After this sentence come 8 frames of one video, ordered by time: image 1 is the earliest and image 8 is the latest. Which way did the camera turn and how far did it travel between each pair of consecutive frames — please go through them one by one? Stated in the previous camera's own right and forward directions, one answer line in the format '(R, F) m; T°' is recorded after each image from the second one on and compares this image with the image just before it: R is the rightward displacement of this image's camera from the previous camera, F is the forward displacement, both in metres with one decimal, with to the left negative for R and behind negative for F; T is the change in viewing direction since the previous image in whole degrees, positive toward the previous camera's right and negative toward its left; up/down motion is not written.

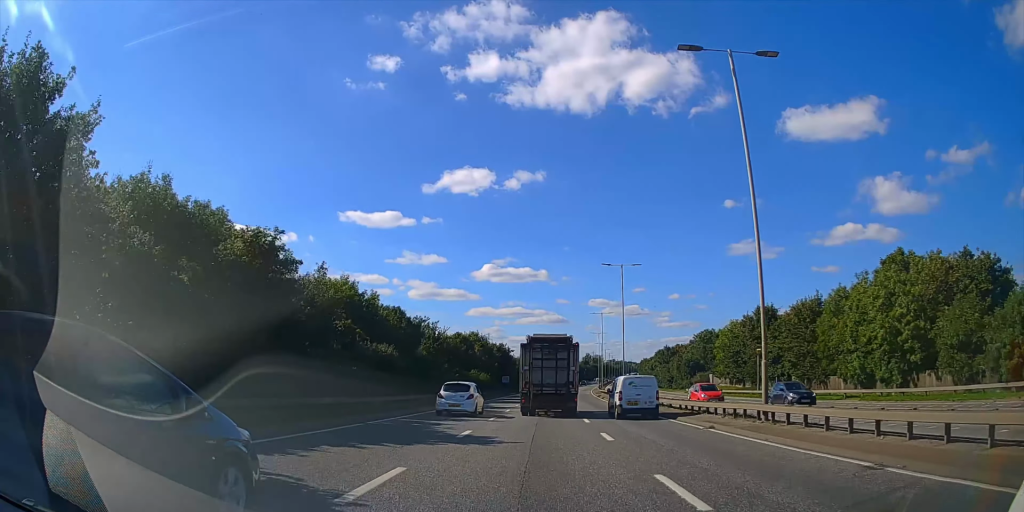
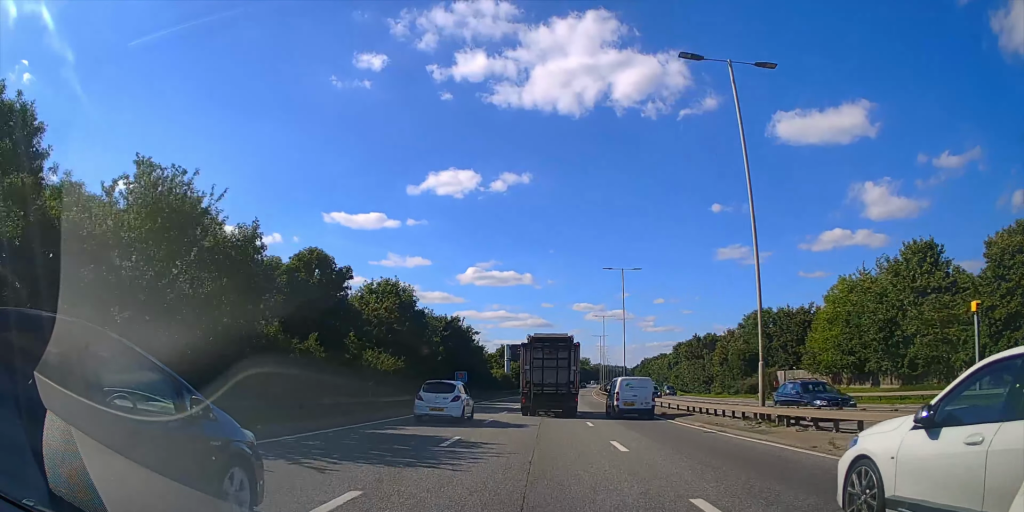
(+0.3, +36.6) m; +1°
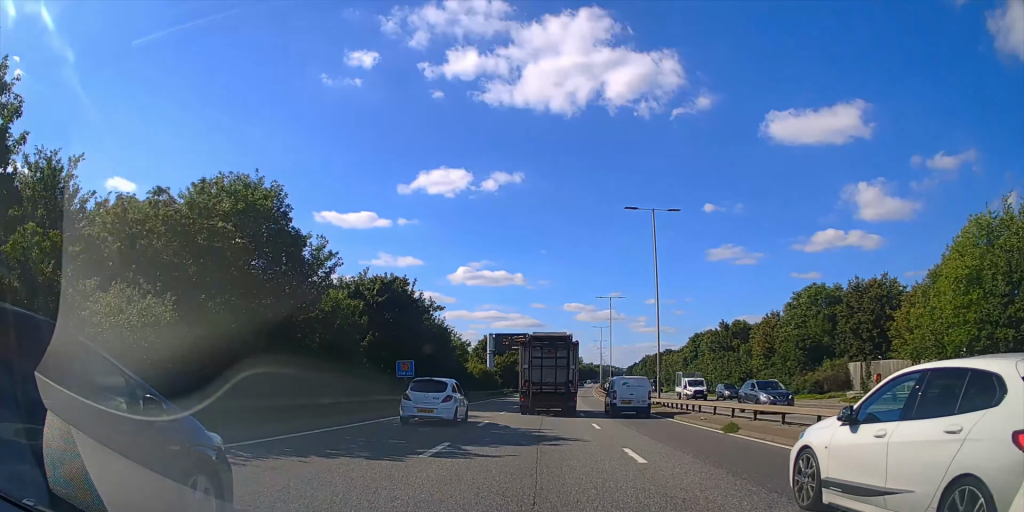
(+0.3, +19.1) m; +1°
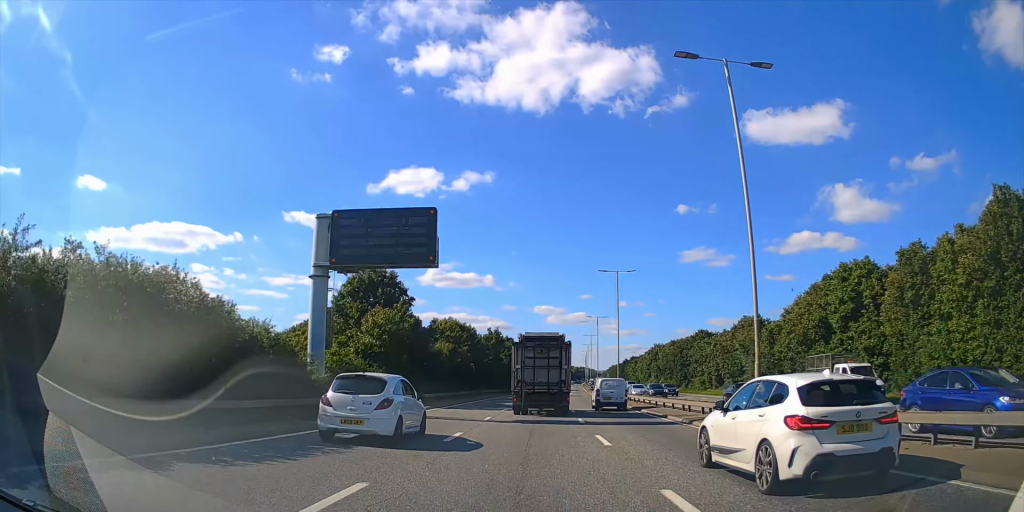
(+1.6, +56.3) m; +3°
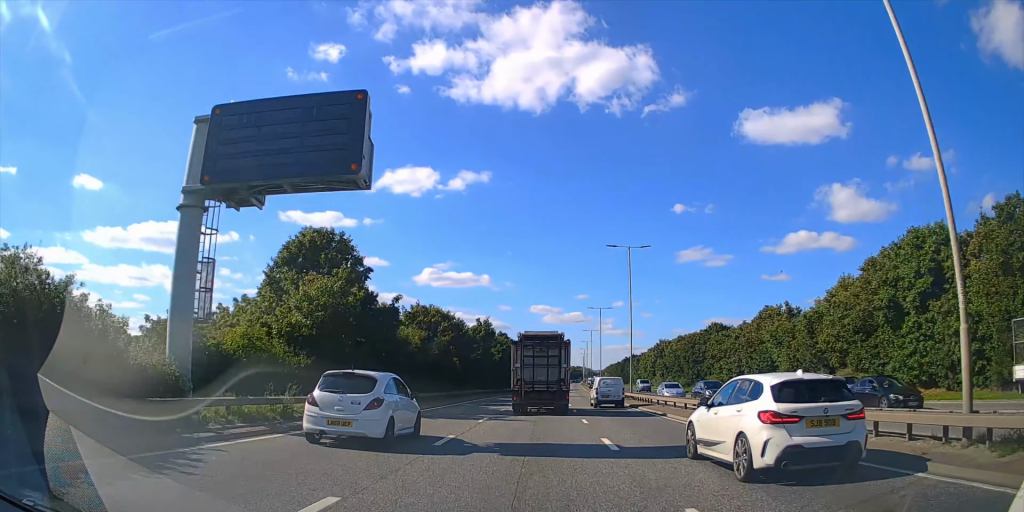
(-0.1, +10.2) m; 0°
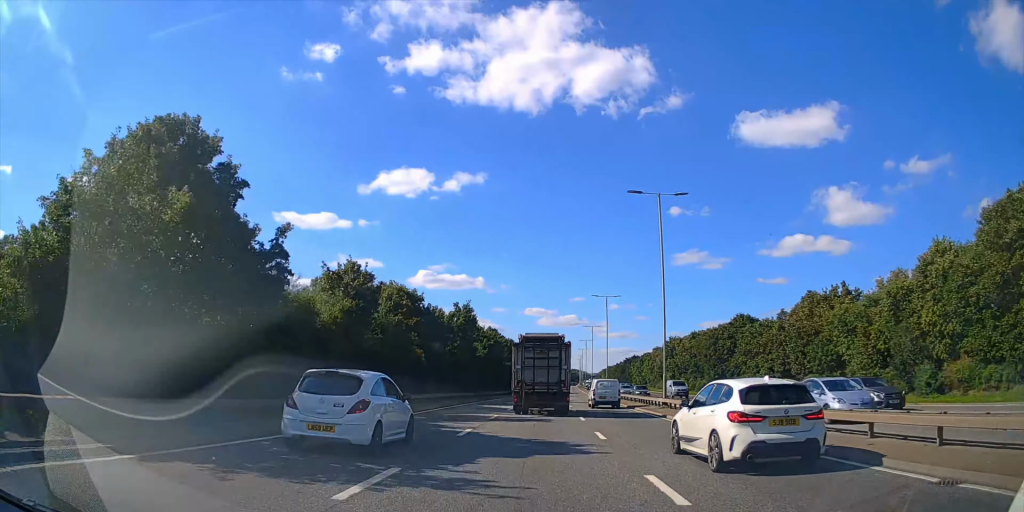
(+0.3, +14.5) m; +1°
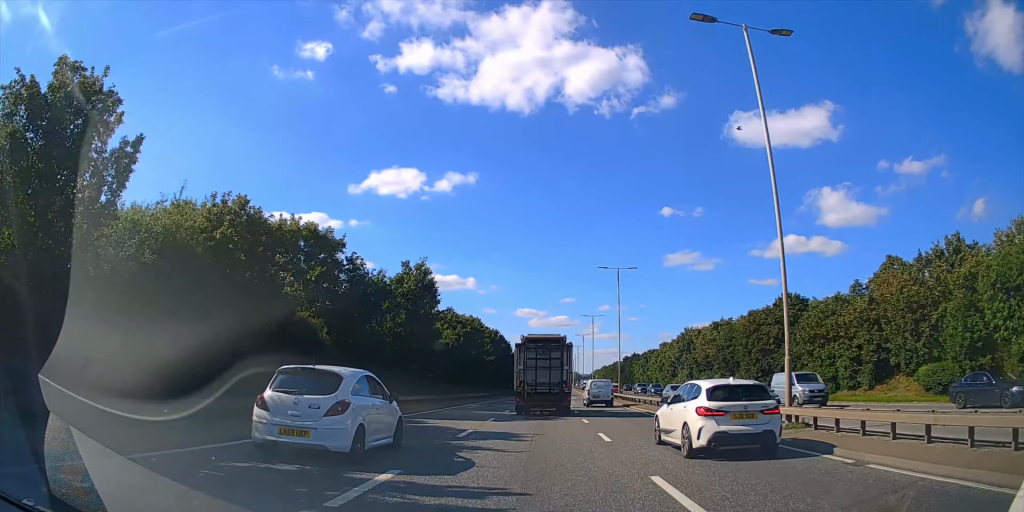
(+0.2, +17.4) m; 0°
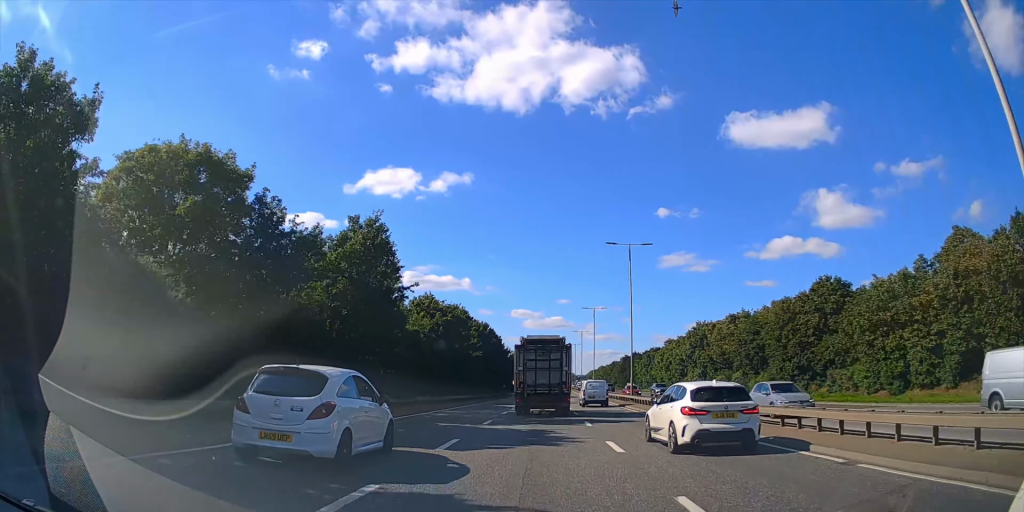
(+0.1, +10.1) m; 0°
